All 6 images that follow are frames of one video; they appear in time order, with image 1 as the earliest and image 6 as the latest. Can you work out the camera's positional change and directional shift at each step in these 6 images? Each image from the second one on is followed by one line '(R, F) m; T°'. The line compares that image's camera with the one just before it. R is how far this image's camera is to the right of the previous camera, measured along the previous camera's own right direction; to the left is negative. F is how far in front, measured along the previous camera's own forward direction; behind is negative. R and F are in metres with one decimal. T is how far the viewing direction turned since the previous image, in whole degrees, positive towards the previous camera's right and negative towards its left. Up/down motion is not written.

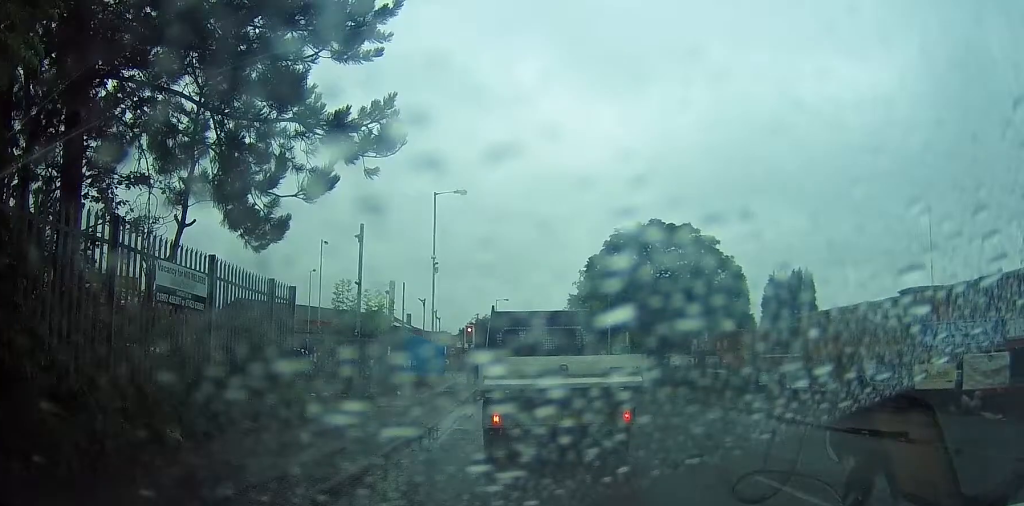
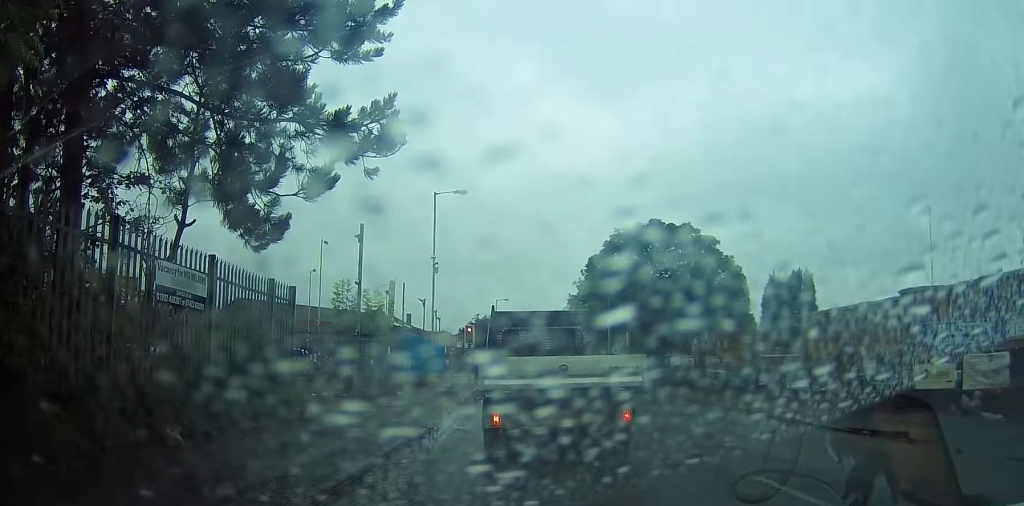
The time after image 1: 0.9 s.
(0.0, 0.0) m; 0°
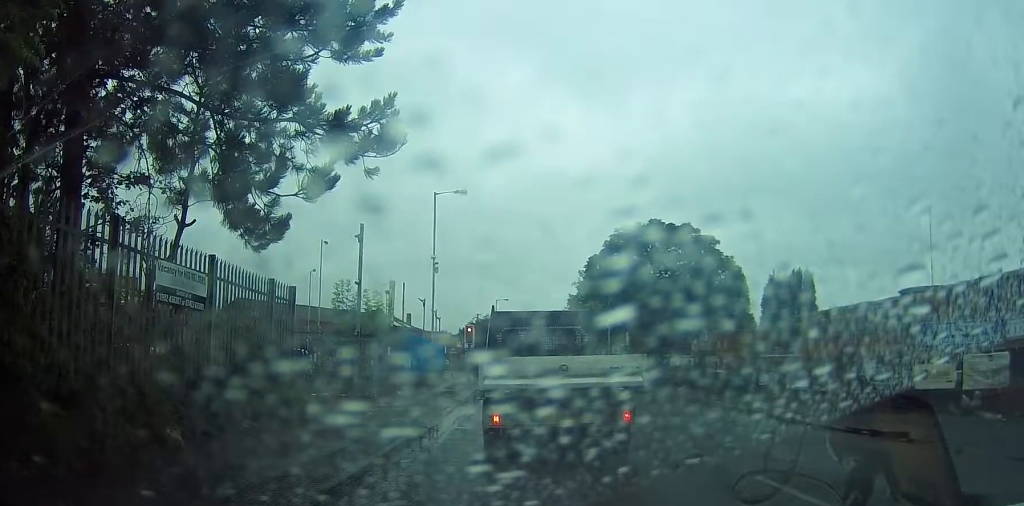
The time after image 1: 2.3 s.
(0.0, 0.0) m; 0°
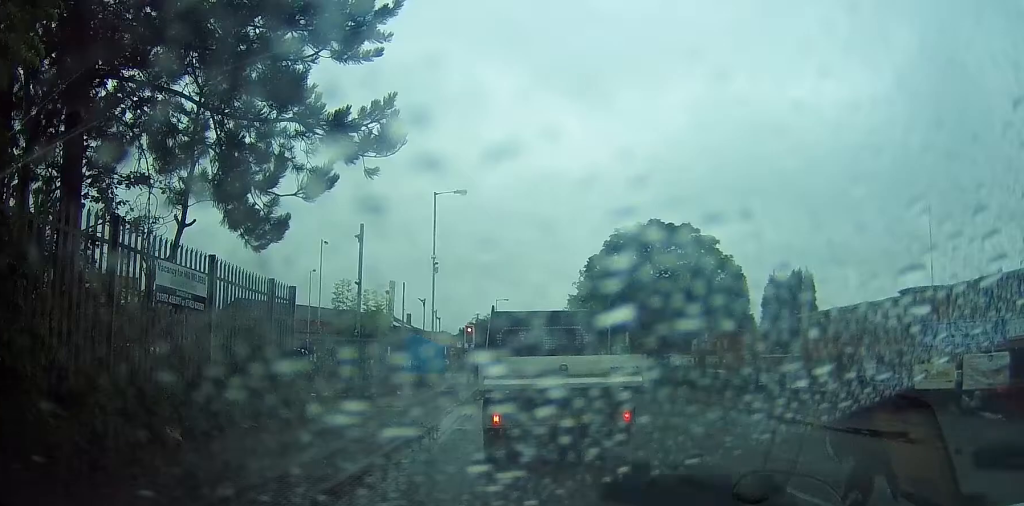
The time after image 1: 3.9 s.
(0.0, 0.0) m; 0°
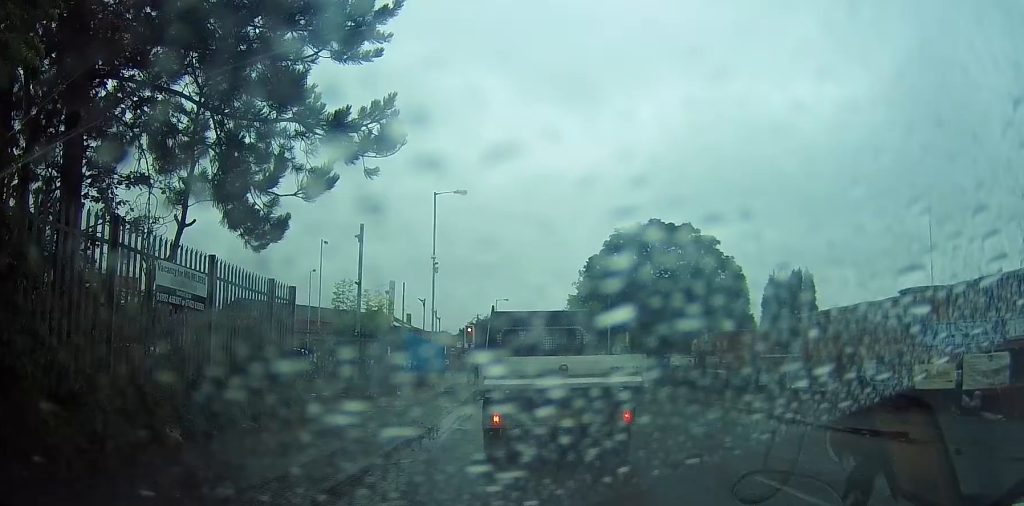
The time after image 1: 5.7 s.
(0.0, 0.0) m; 0°
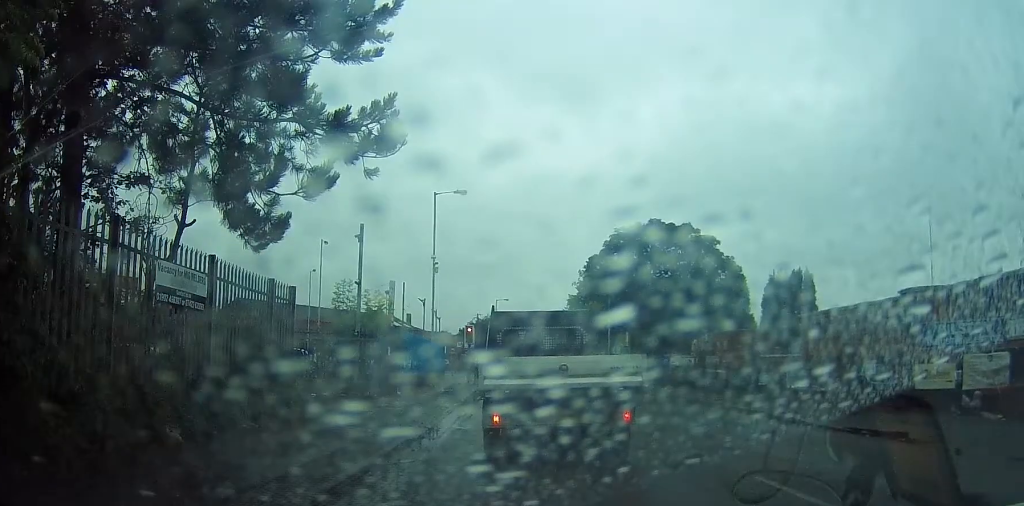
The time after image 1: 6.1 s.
(0.0, 0.0) m; 0°
